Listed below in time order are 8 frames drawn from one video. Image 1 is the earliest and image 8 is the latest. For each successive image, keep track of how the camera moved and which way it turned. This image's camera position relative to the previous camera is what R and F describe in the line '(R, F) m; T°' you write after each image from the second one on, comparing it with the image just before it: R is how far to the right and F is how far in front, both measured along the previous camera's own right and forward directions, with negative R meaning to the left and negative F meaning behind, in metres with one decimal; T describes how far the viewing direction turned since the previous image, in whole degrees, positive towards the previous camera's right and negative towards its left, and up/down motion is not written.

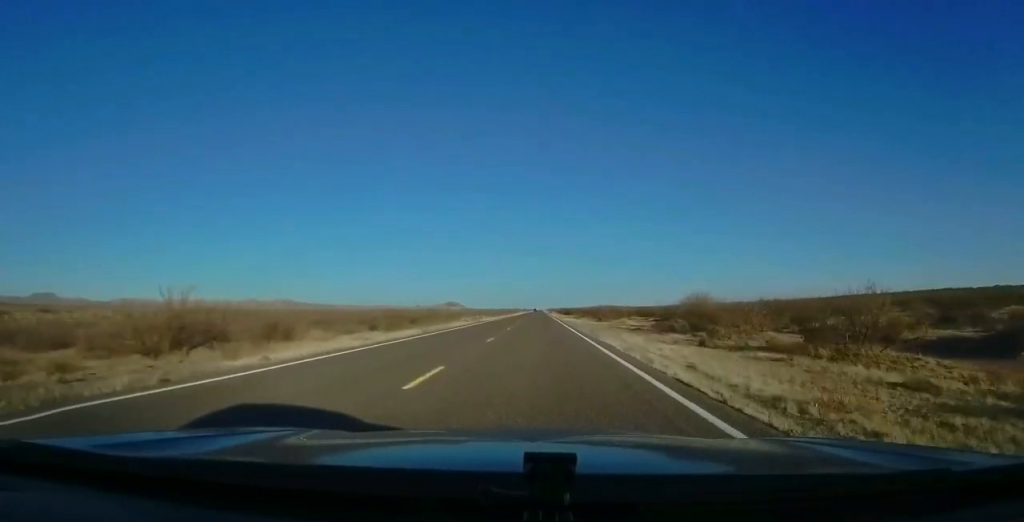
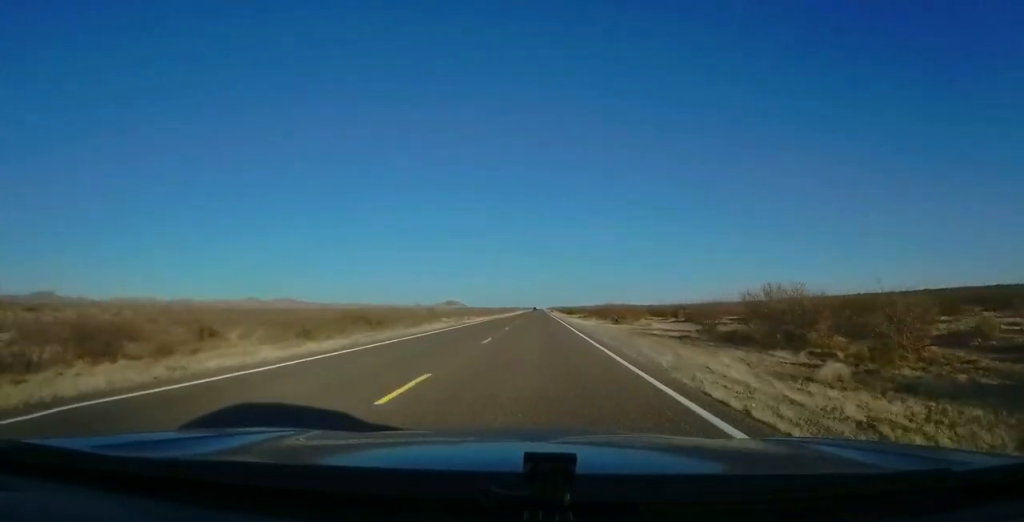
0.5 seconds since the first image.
(0.0, +13.7) m; 0°
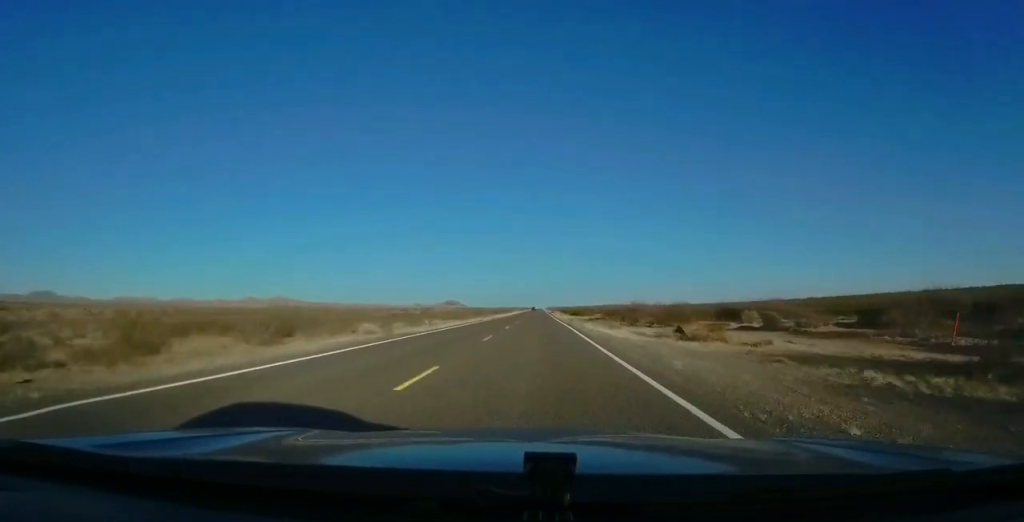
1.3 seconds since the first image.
(-0.1, +23.5) m; 0°
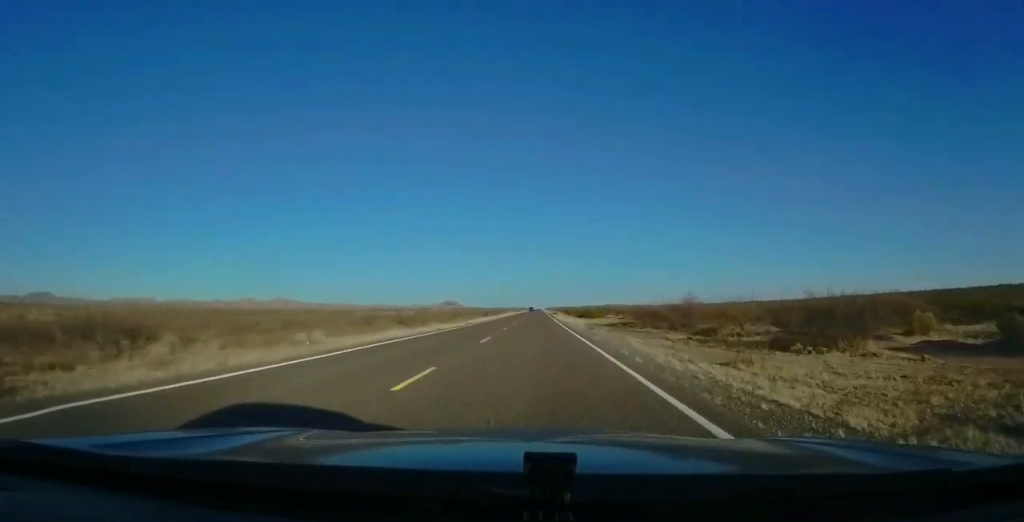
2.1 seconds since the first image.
(+0.1, +24.4) m; 0°
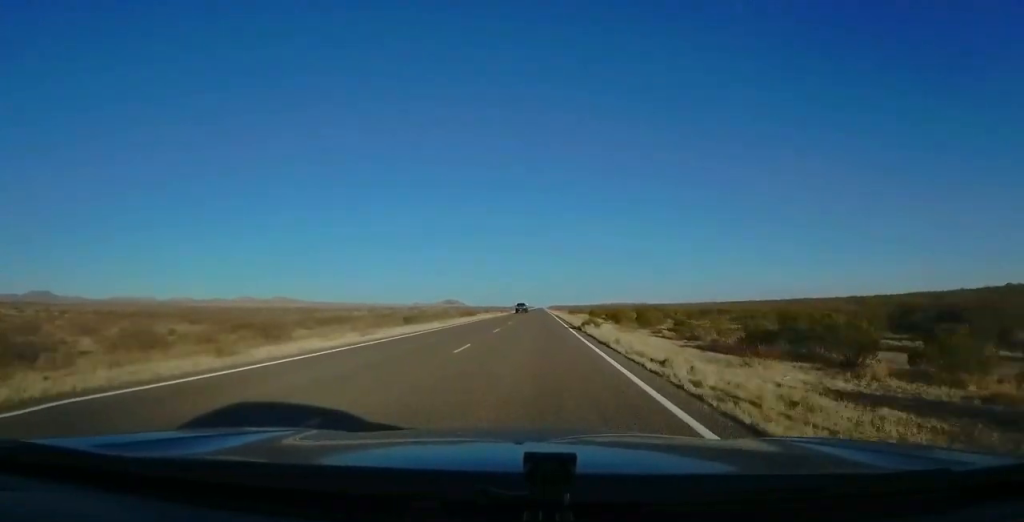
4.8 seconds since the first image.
(+0.1, +78.8) m; 0°
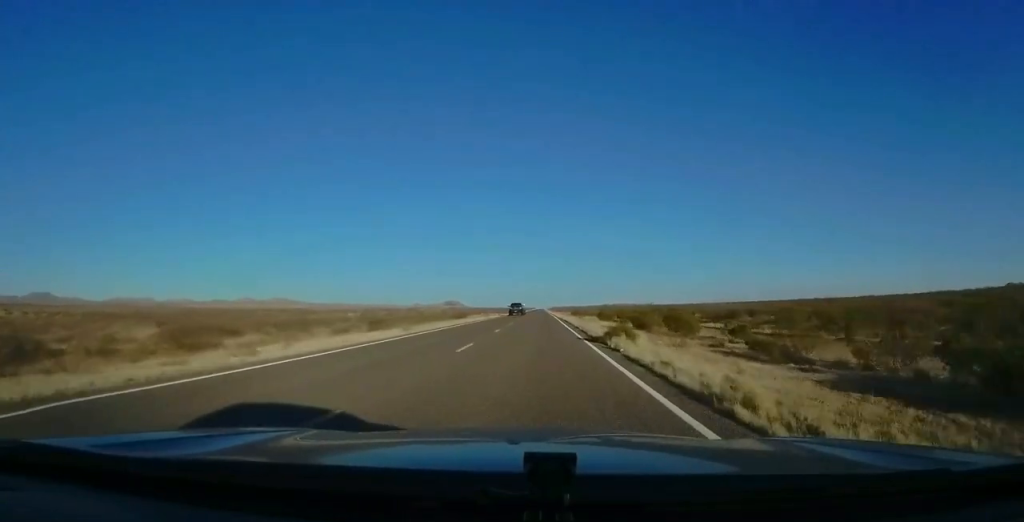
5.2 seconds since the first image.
(0.0, +11.6) m; 0°
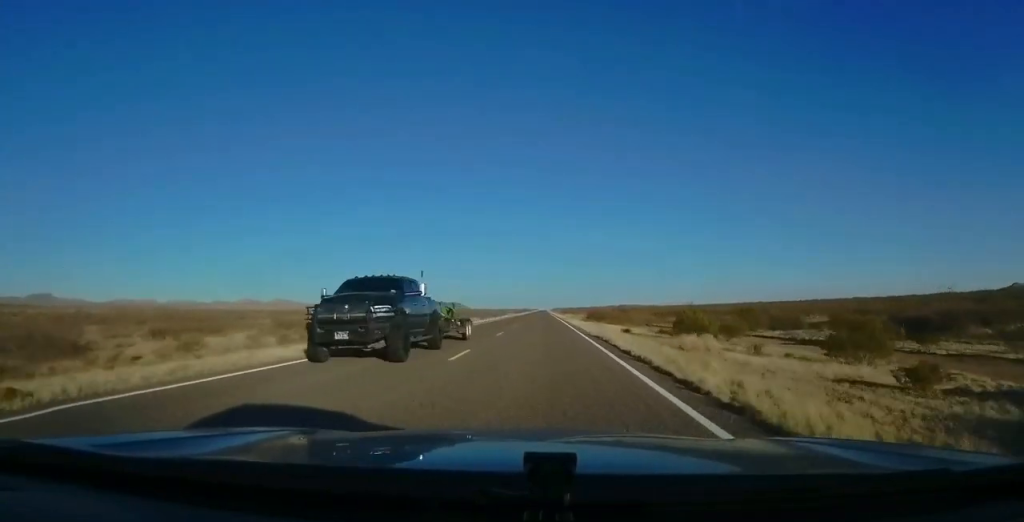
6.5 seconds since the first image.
(0.0, +38.8) m; 0°
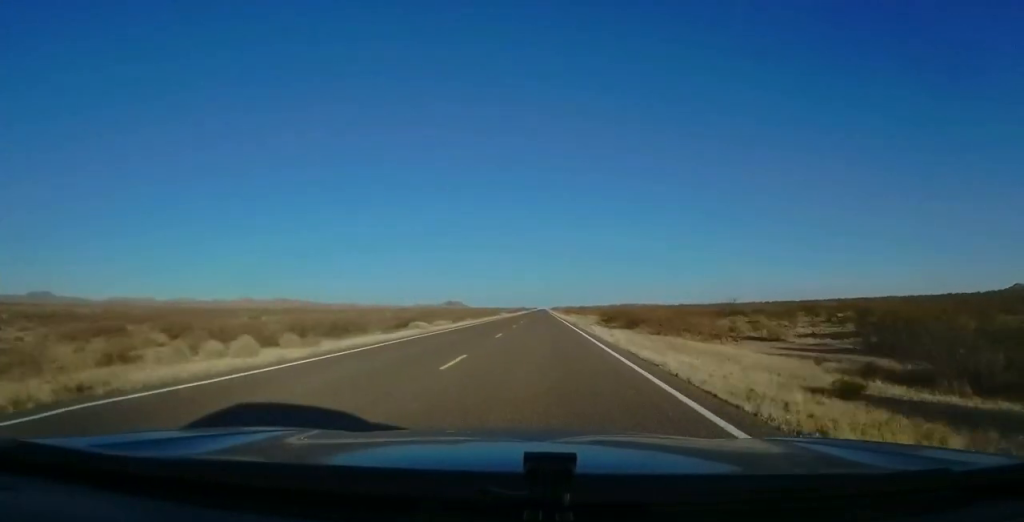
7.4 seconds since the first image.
(-0.2, +26.3) m; 0°
